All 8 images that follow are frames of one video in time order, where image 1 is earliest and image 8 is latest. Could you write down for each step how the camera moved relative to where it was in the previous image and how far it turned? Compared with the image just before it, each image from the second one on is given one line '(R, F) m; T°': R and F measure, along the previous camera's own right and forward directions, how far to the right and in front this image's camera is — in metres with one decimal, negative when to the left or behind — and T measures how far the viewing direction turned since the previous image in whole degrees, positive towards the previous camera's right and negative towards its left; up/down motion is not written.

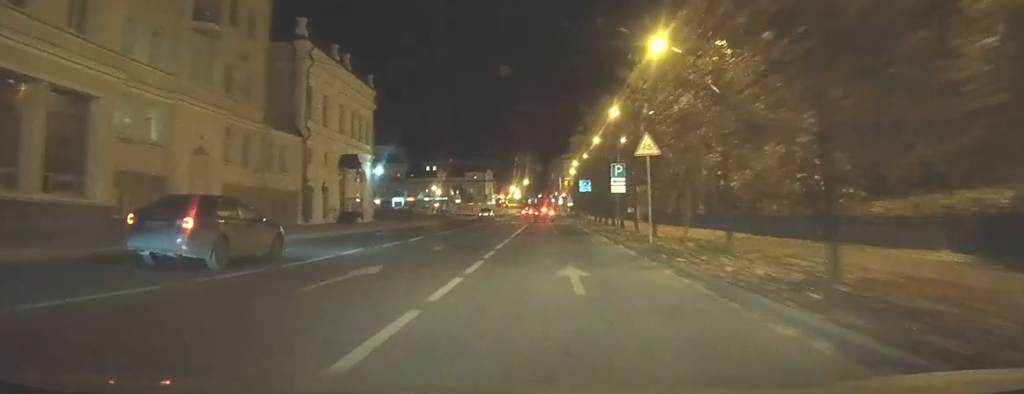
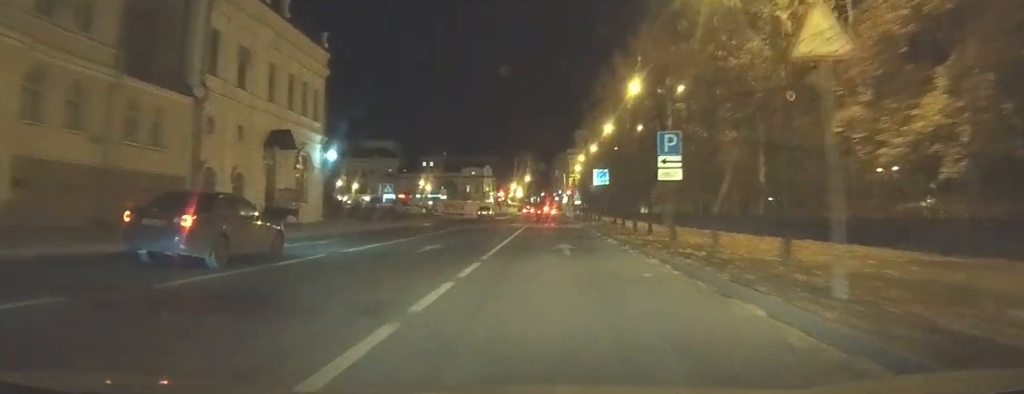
(+0.1, +10.9) m; +1°
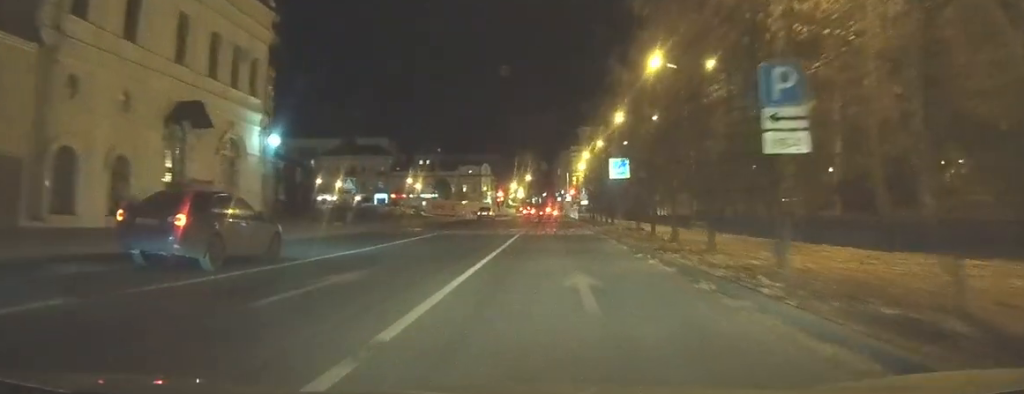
(+0.1, +9.0) m; +1°
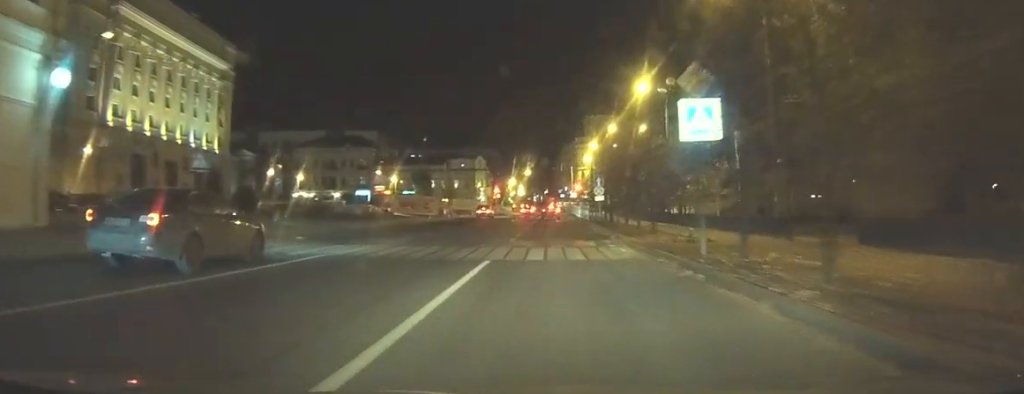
(0.0, +16.7) m; +1°
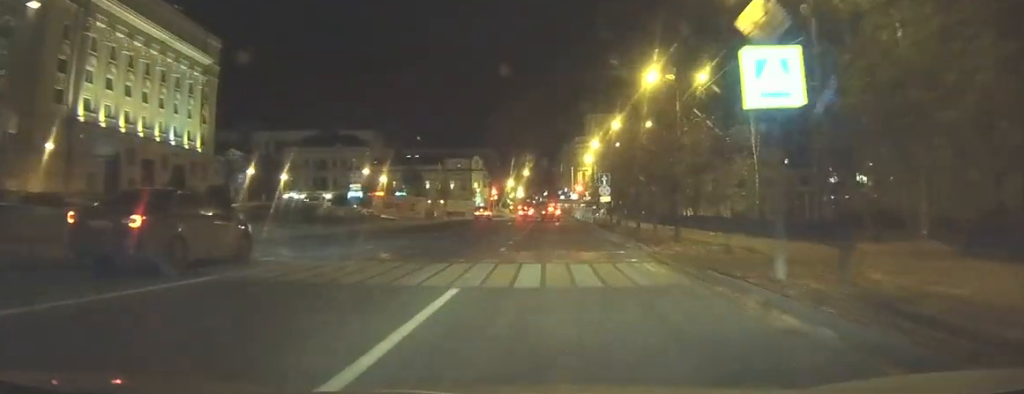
(0.0, +5.2) m; 0°
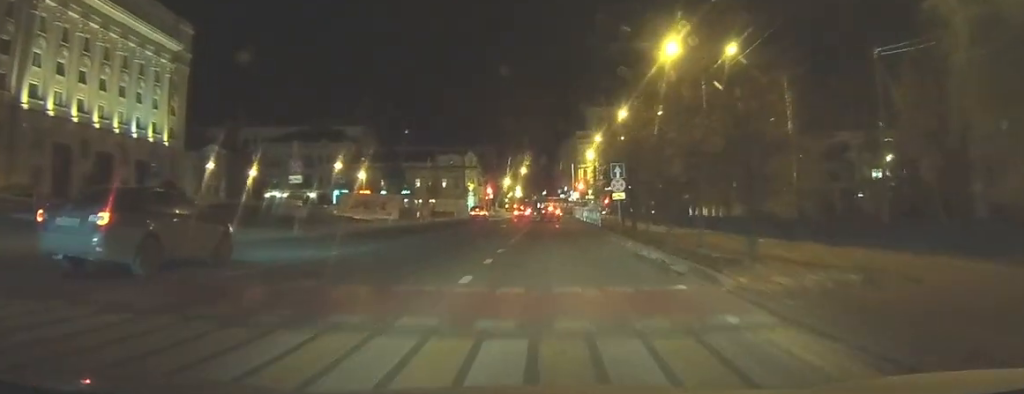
(+0.1, +8.8) m; +1°
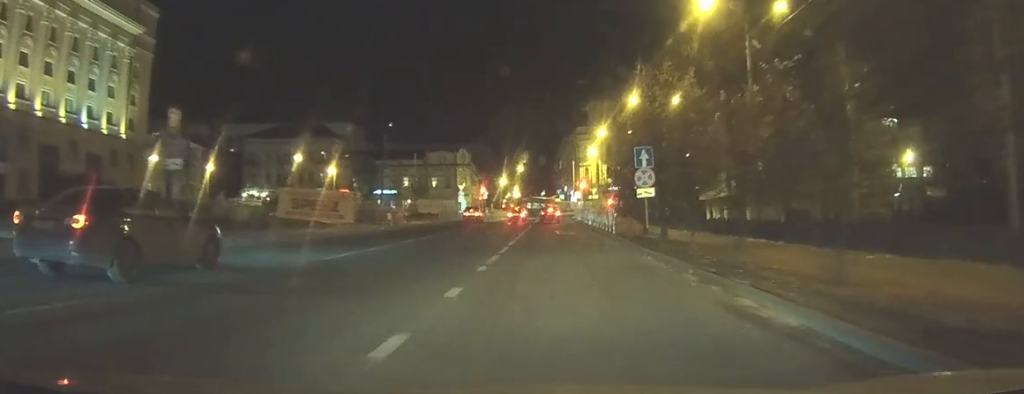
(0.0, +9.9) m; 0°
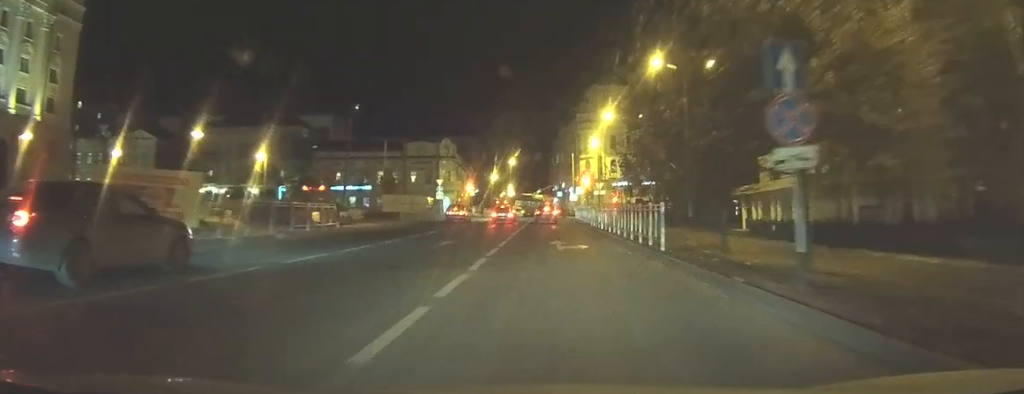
(-0.2, +14.9) m; -2°
